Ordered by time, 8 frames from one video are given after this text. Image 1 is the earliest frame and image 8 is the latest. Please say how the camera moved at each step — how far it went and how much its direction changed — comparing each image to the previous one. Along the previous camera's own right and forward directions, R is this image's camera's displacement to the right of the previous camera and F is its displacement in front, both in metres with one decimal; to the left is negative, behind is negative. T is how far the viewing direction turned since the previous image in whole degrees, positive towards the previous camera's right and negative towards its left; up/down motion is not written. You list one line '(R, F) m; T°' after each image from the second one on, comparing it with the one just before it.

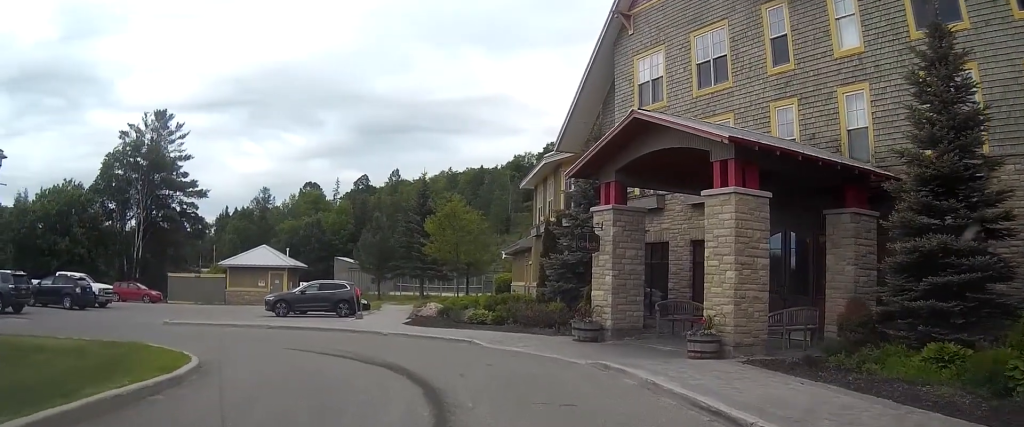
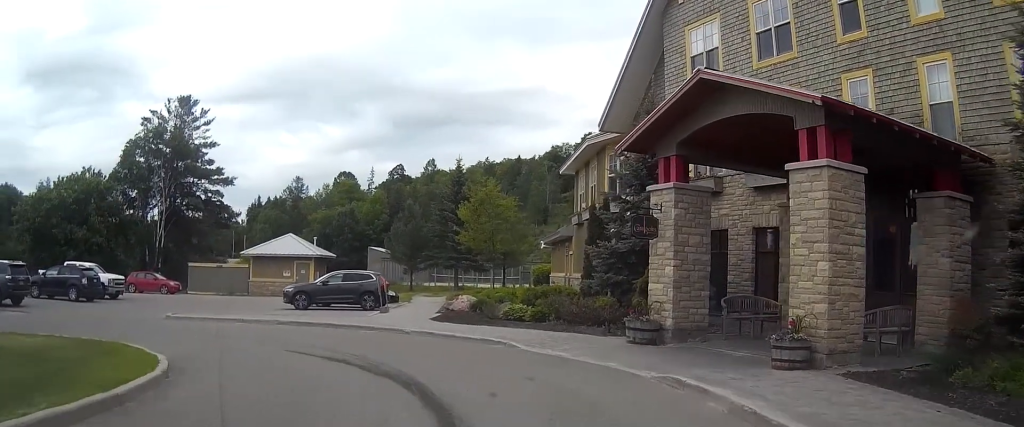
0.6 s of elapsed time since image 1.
(-0.1, +2.3) m; -4°
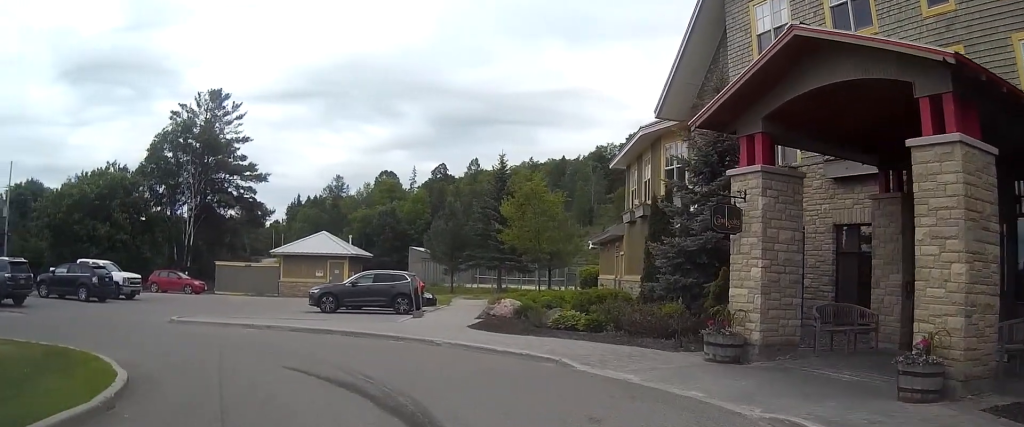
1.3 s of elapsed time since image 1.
(+0.1, +2.4) m; -6°
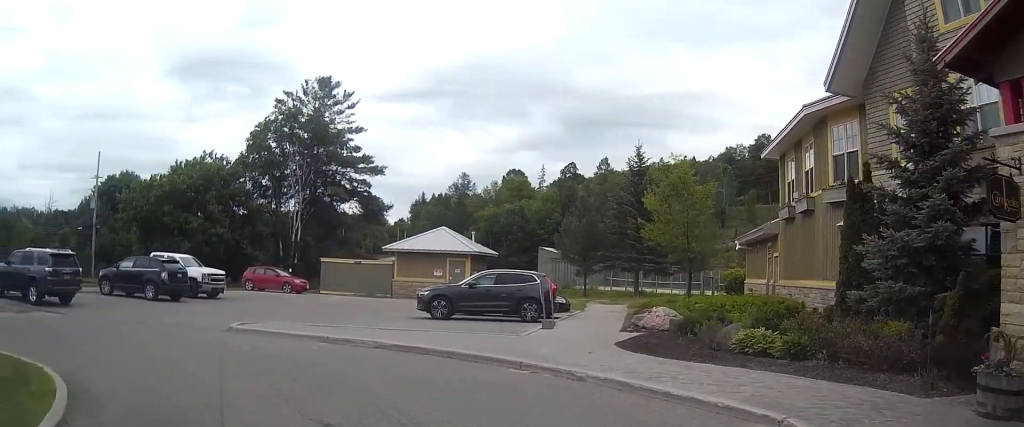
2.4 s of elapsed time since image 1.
(-0.6, +4.0) m; -15°
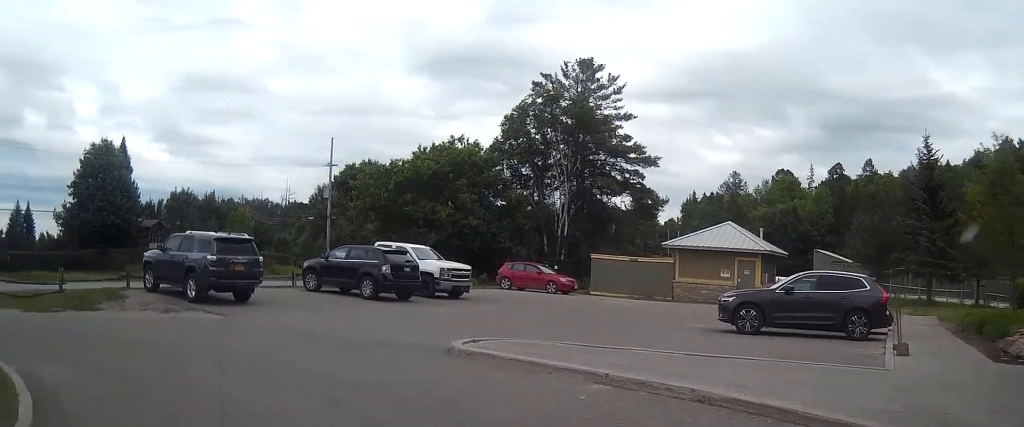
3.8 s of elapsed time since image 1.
(-0.7, +5.6) m; -15°
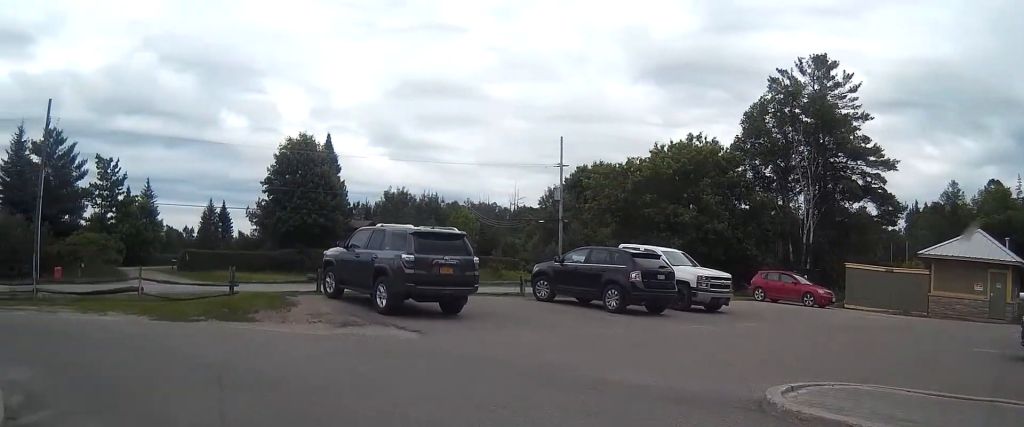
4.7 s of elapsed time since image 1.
(-0.5, +4.2) m; -16°
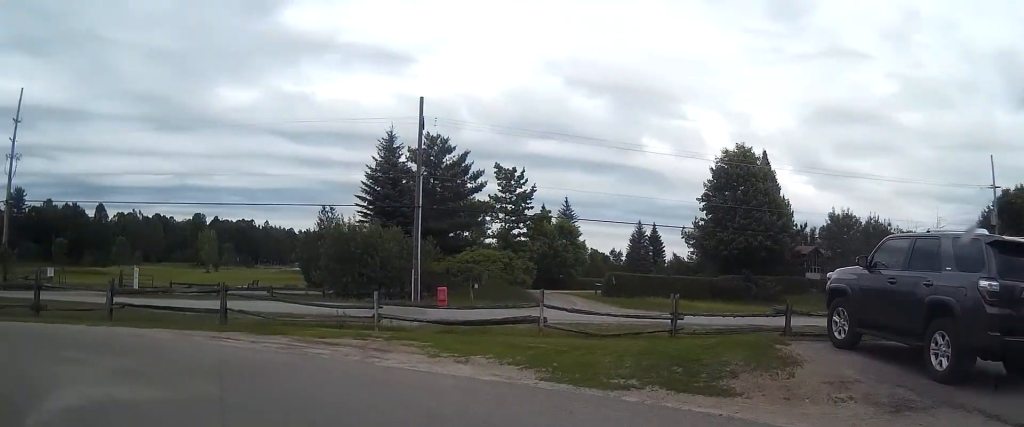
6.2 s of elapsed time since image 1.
(-1.2, +6.8) m; -24°
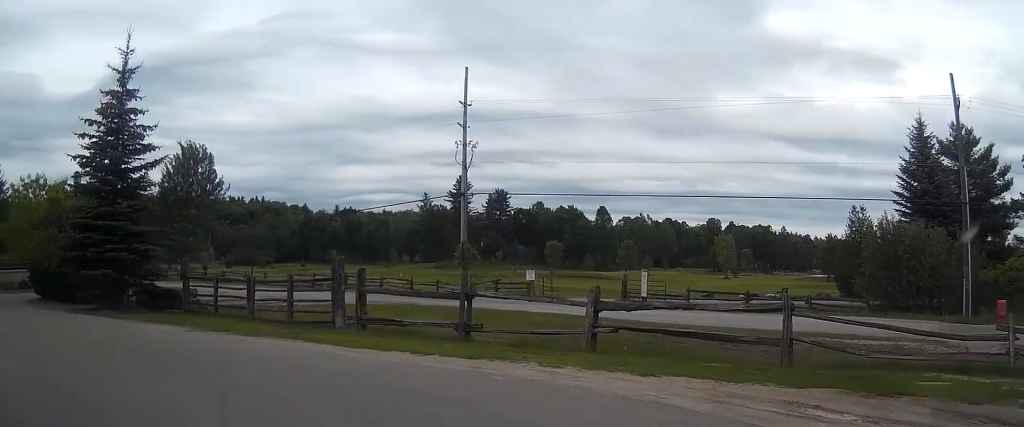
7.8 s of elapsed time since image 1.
(-3.3, +6.7) m; -49°
